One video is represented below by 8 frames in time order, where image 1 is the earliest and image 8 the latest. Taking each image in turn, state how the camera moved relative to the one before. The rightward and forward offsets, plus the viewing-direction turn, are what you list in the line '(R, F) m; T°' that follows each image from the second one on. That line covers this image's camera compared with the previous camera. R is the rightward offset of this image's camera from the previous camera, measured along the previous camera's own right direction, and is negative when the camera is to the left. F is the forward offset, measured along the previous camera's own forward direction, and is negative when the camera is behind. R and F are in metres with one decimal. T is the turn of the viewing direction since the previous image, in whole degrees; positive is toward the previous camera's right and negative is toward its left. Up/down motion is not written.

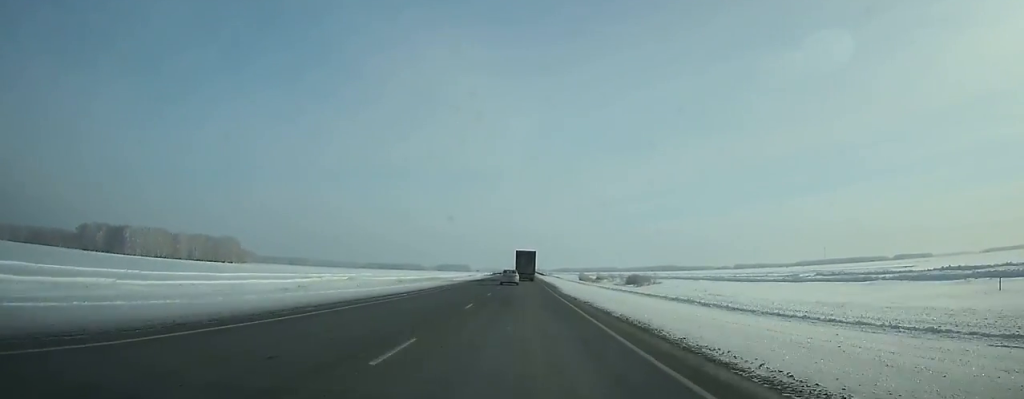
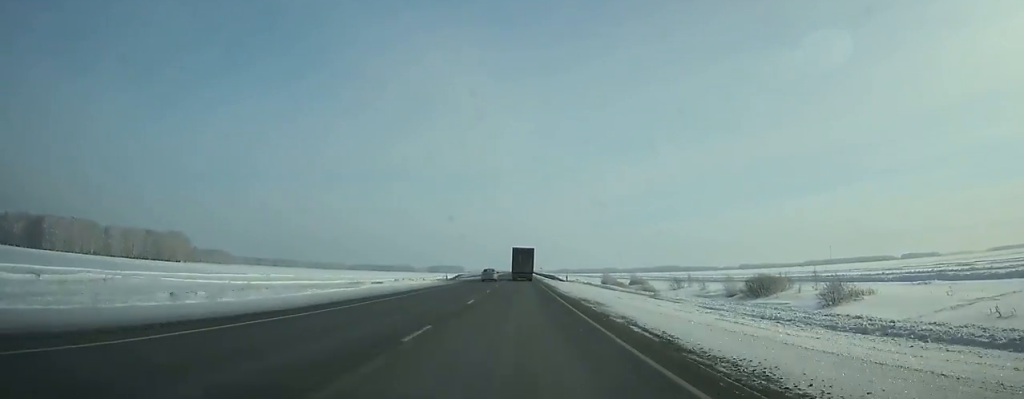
(+0.1, +80.6) m; 0°
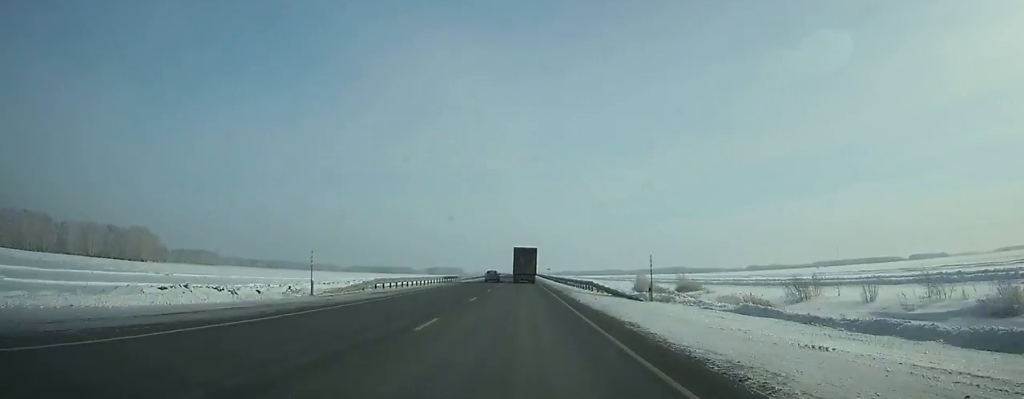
(-0.1, +45.2) m; 0°
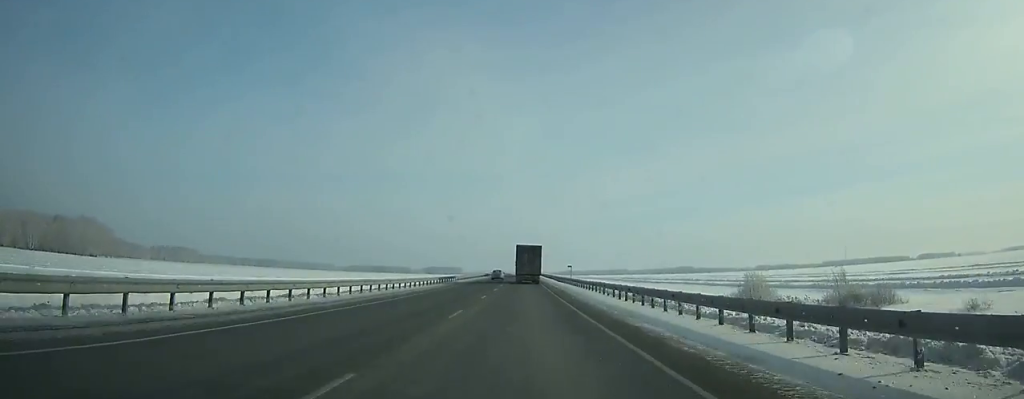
(0.0, +54.7) m; 0°
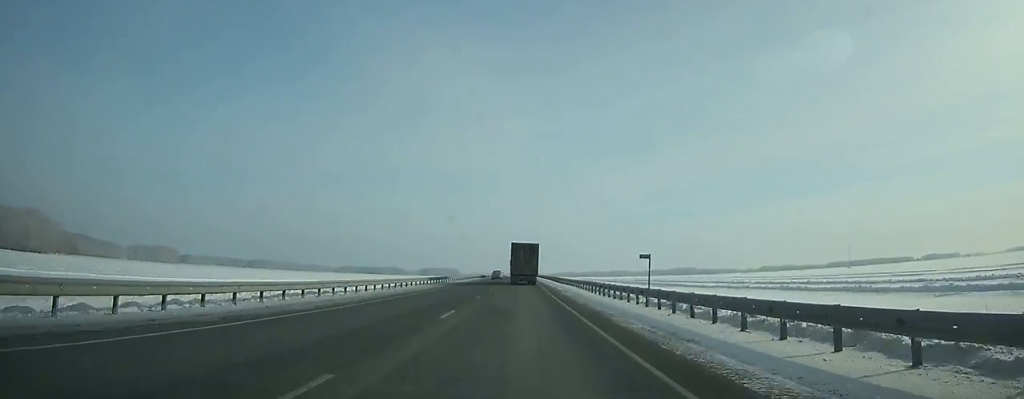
(0.0, +47.2) m; 0°
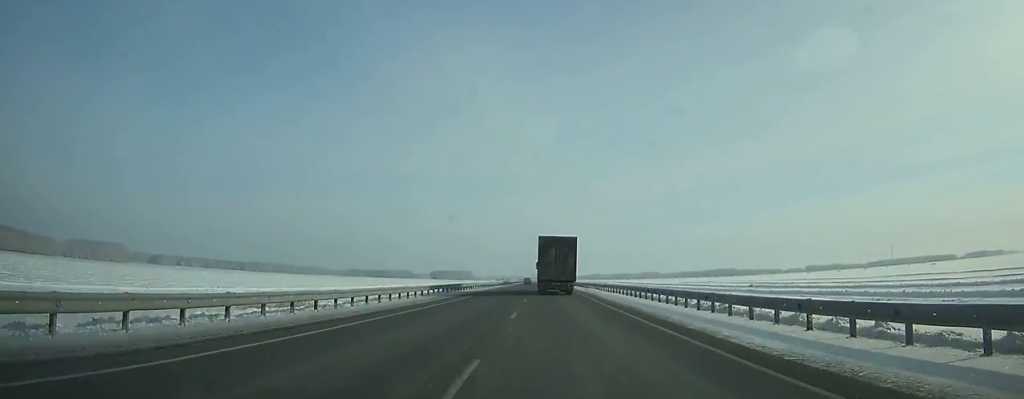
(-1.6, +155.6) m; -1°
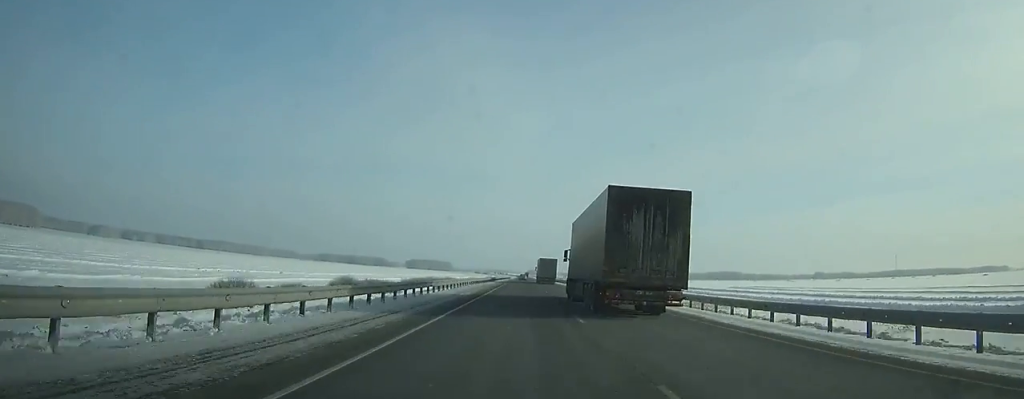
(+0.8, +128.2) m; 0°
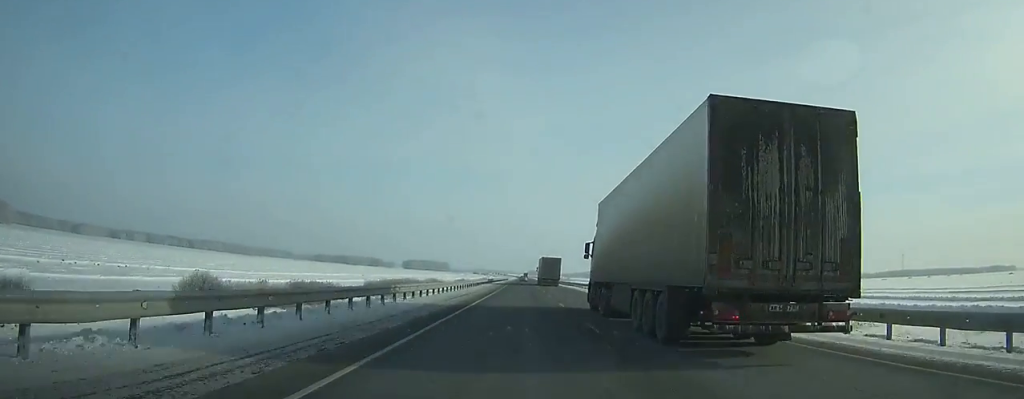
(0.0, +41.4) m; 0°
